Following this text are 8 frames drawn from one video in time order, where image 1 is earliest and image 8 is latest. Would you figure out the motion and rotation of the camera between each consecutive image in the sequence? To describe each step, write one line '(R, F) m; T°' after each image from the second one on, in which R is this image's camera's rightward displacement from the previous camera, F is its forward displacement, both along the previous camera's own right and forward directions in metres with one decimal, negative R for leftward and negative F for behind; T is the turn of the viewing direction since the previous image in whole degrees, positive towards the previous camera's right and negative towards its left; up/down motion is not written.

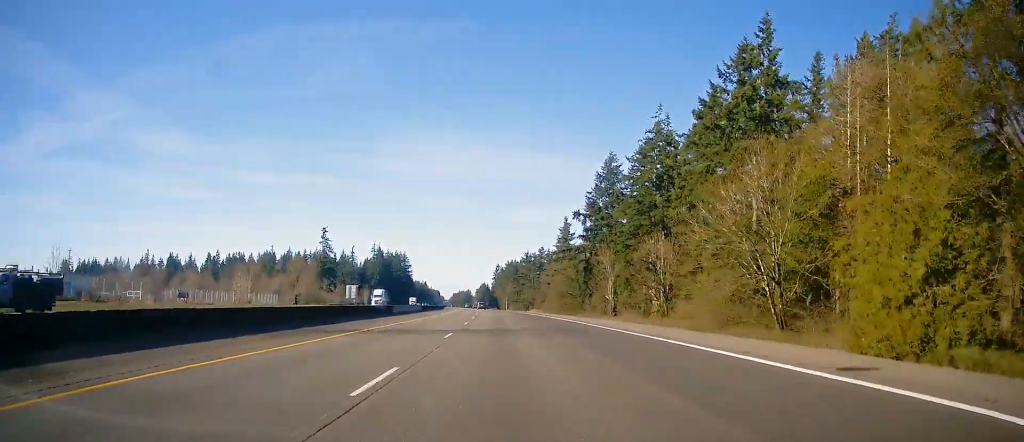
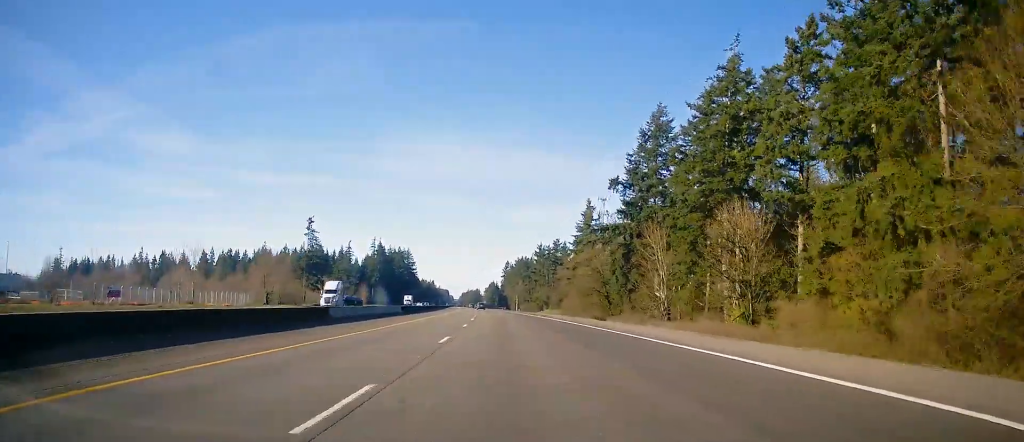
(-0.4, +26.5) m; -1°
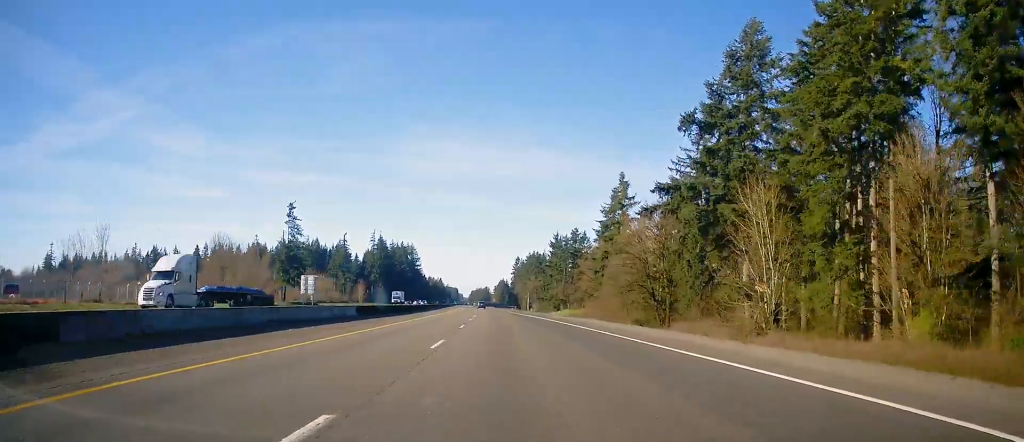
(-0.7, +26.5) m; 0°
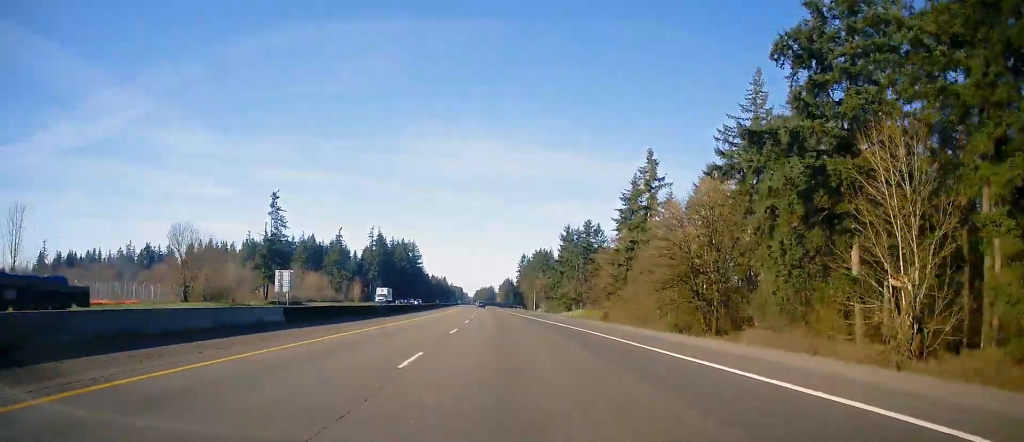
(+0.7, +16.6) m; 0°
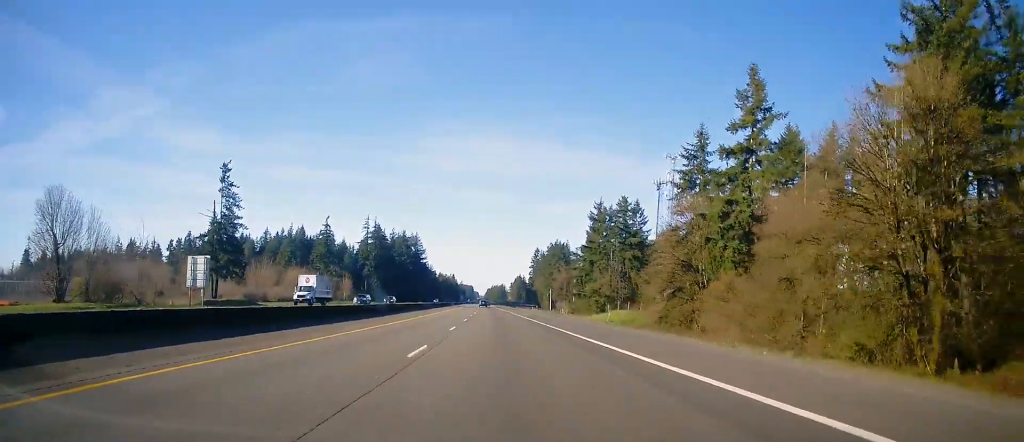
(-0.4, +34.3) m; -2°
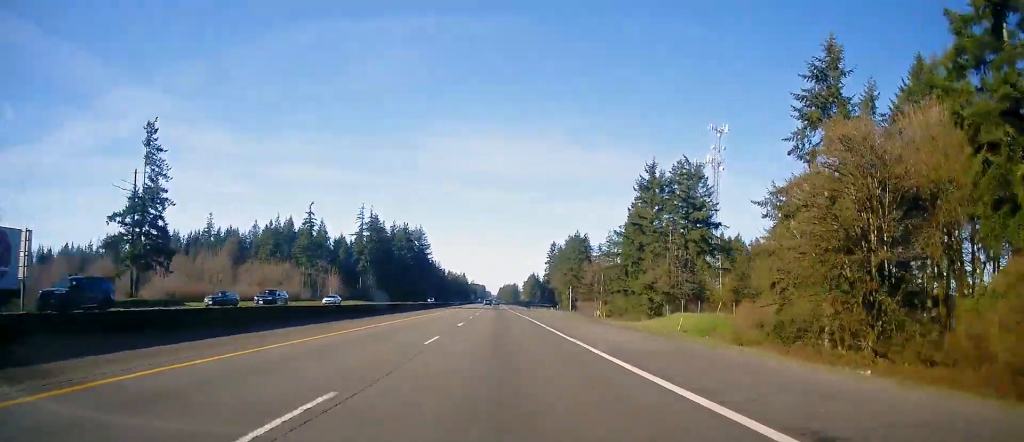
(-0.5, +33.2) m; -1°
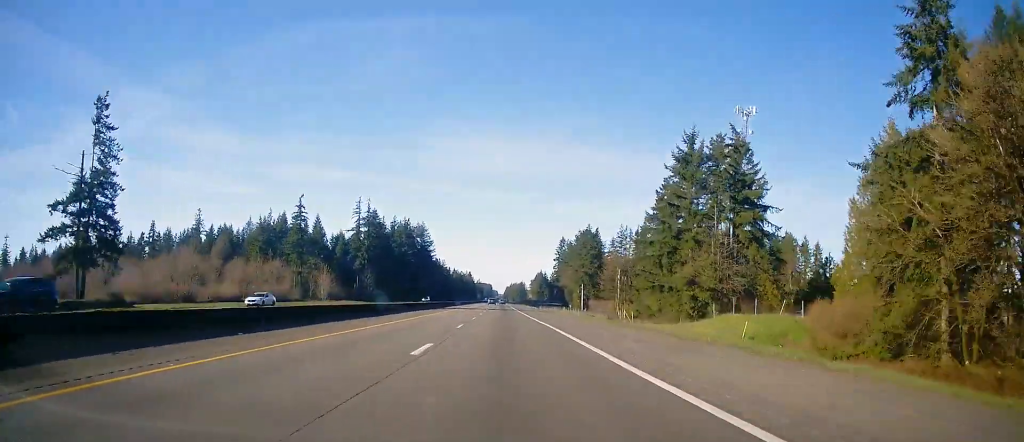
(0.0, +15.5) m; 0°
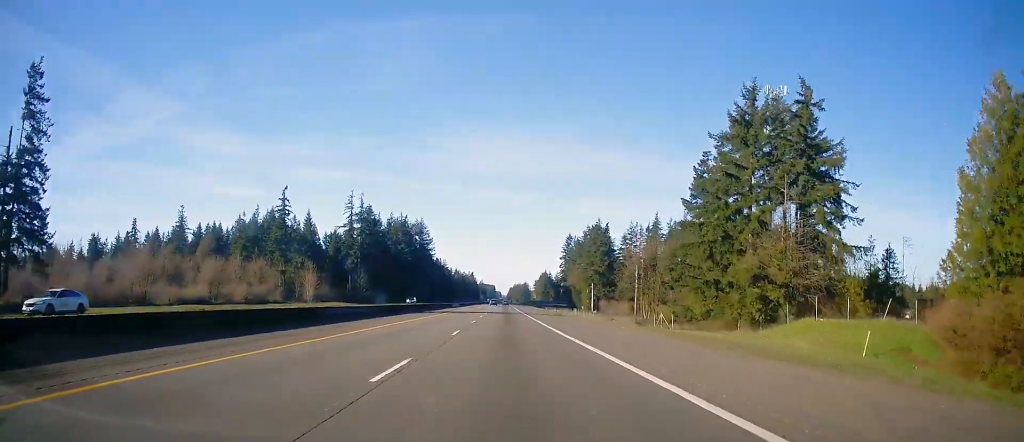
(-0.2, +16.6) m; 0°
